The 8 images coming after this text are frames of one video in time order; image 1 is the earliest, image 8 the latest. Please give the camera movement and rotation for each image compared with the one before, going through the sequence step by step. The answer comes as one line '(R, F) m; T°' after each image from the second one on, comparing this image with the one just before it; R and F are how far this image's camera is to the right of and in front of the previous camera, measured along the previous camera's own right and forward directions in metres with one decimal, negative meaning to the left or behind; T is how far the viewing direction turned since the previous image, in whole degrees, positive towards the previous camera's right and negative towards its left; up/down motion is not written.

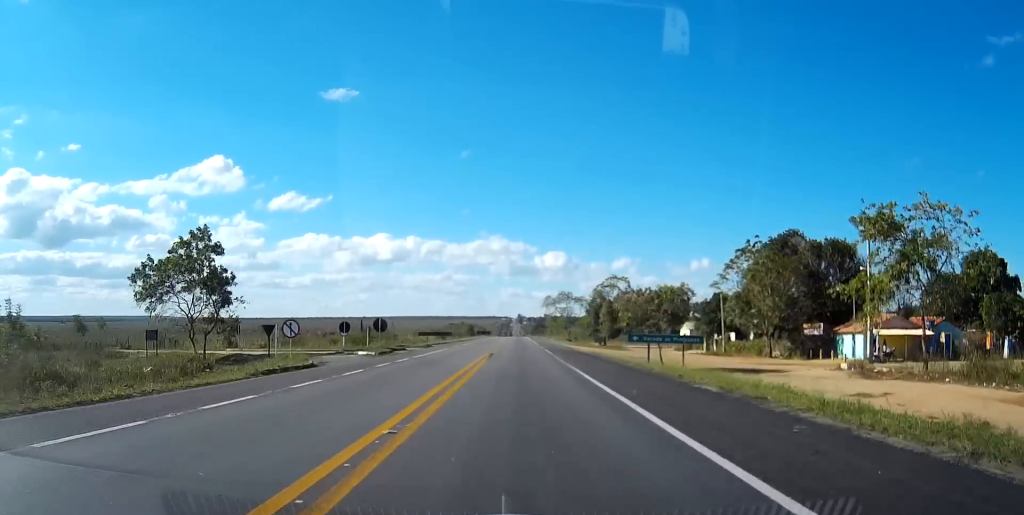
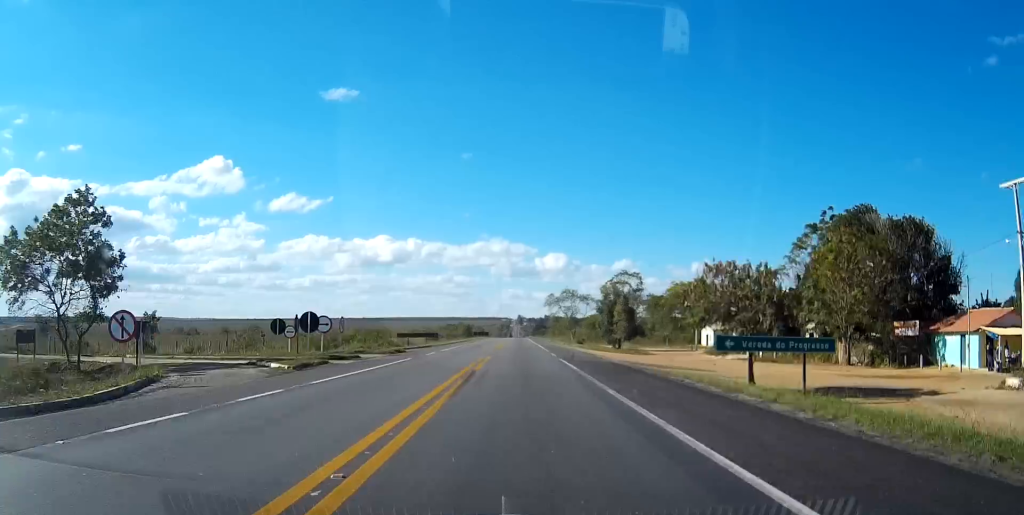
(-0.1, +18.1) m; 0°
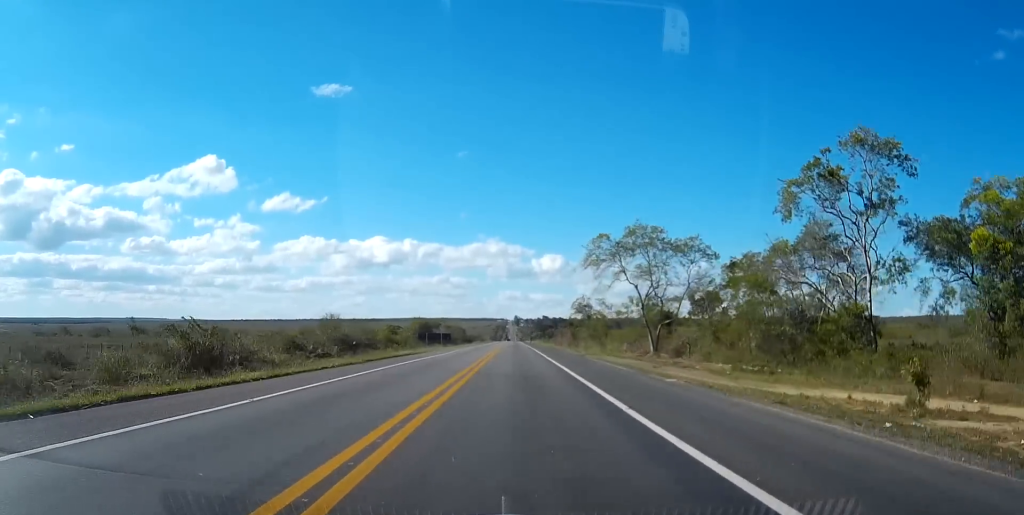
(+0.4, +121.5) m; 0°
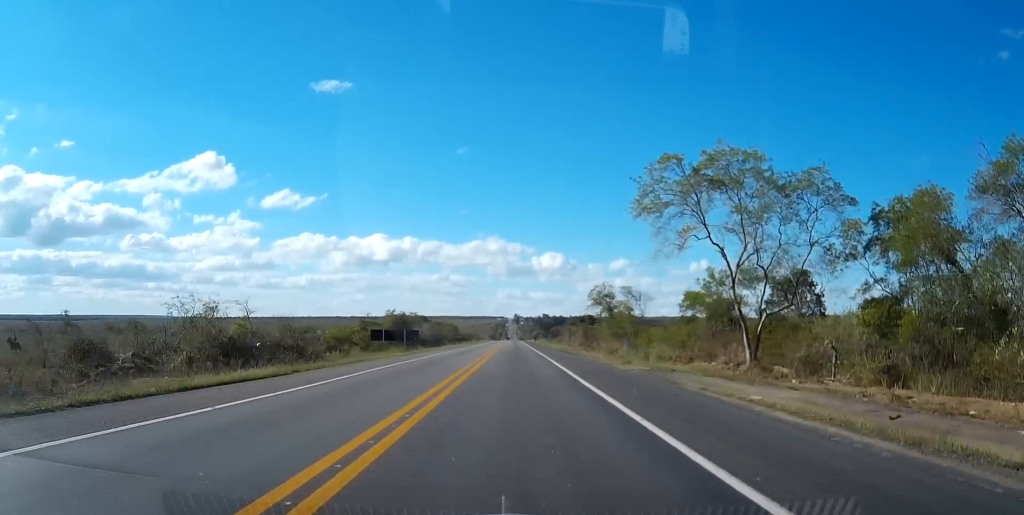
(0.0, +33.7) m; 0°
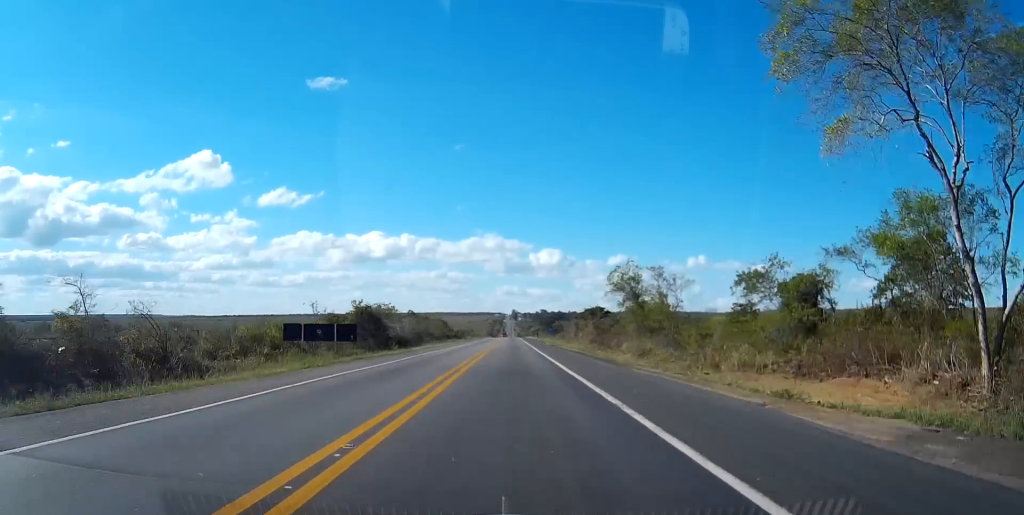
(+0.1, +26.2) m; 0°
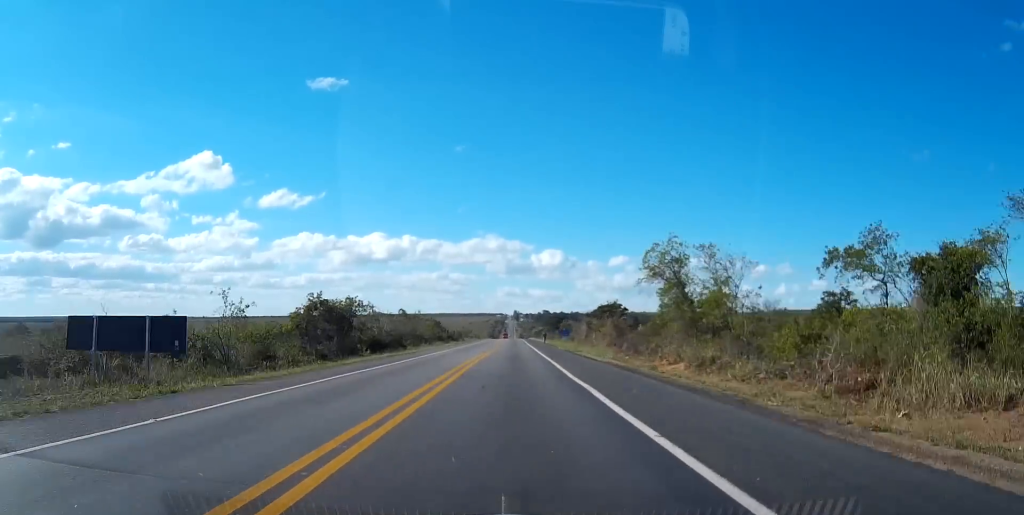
(0.0, +23.3) m; 0°
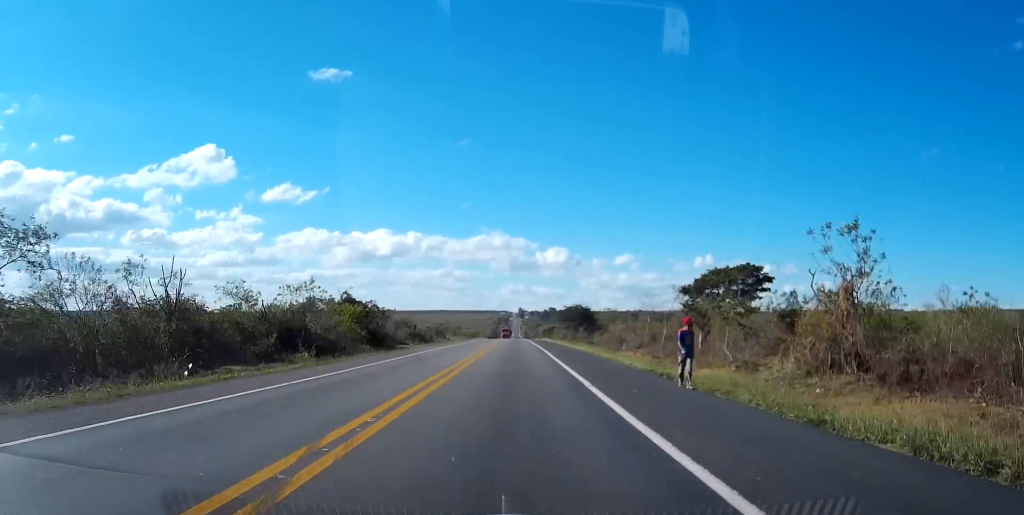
(-0.1, +78.6) m; 0°
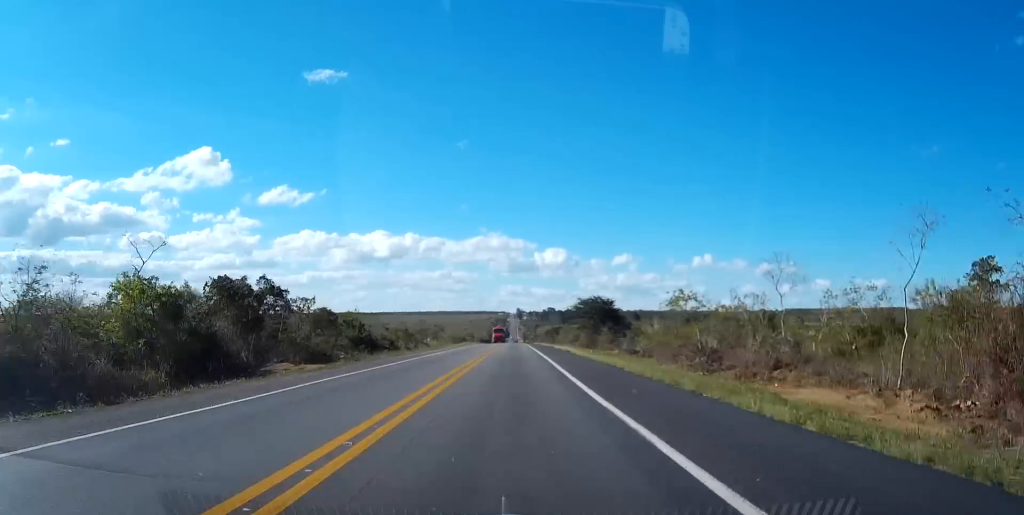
(0.0, +47.7) m; 0°
